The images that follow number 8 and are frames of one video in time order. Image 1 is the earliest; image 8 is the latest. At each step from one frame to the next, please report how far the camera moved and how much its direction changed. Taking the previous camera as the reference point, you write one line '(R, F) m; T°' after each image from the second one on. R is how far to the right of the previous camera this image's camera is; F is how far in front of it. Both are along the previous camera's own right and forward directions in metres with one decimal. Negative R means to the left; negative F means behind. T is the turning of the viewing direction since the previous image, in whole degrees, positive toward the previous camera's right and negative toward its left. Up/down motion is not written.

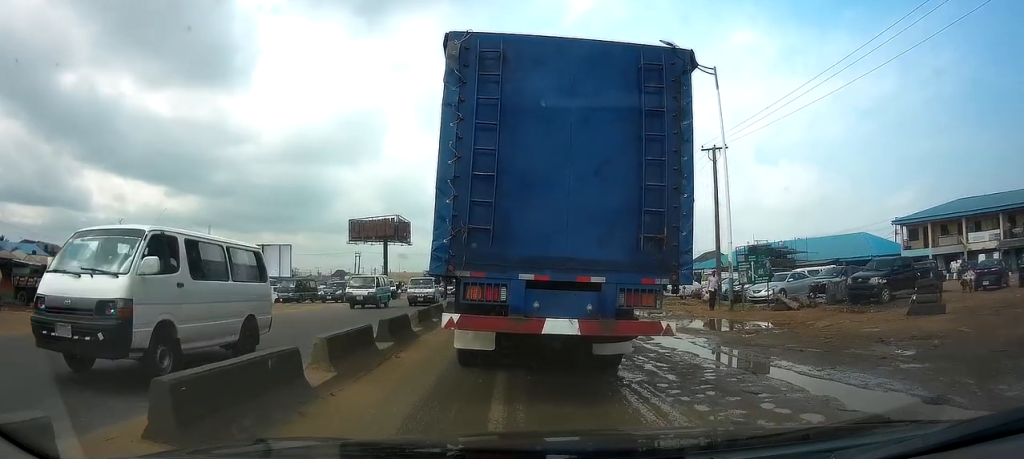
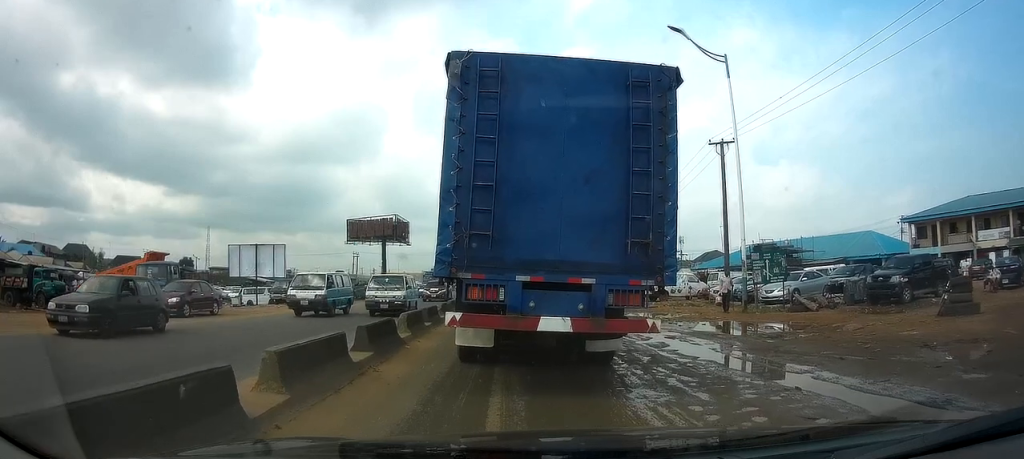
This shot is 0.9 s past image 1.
(0.0, +1.5) m; -1°
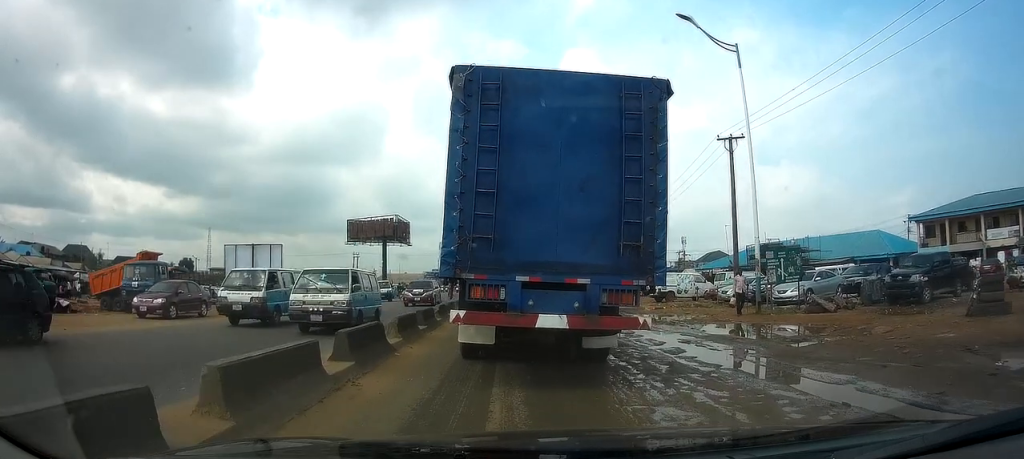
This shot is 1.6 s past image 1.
(0.0, +1.1) m; 0°
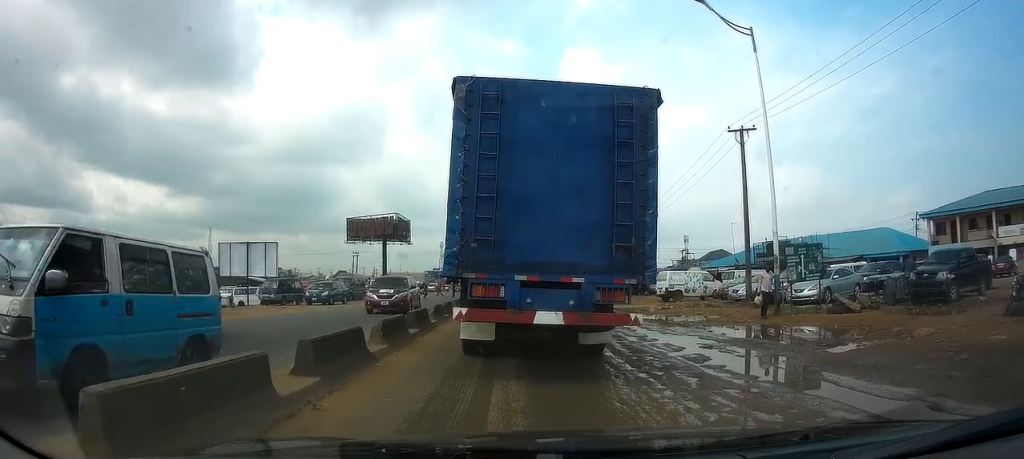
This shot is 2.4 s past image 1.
(0.0, +1.5) m; -1°
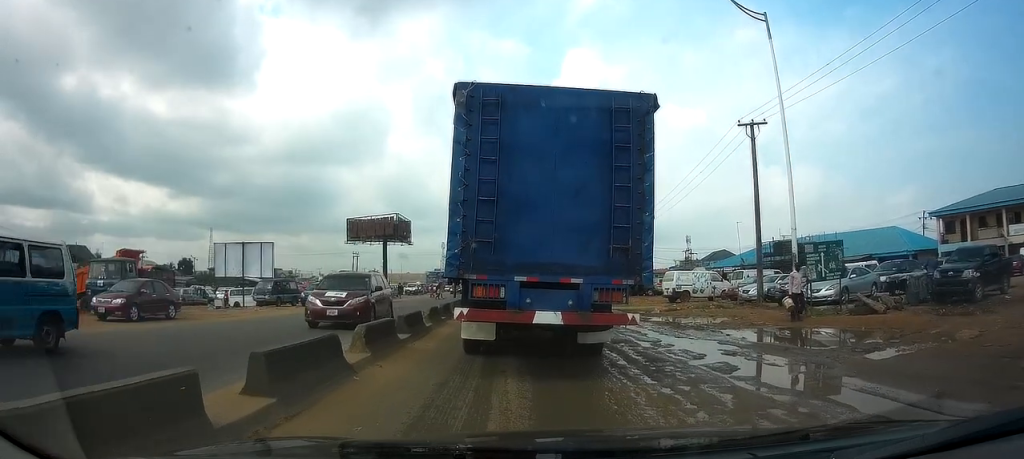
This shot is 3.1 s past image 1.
(0.0, +1.3) m; -1°
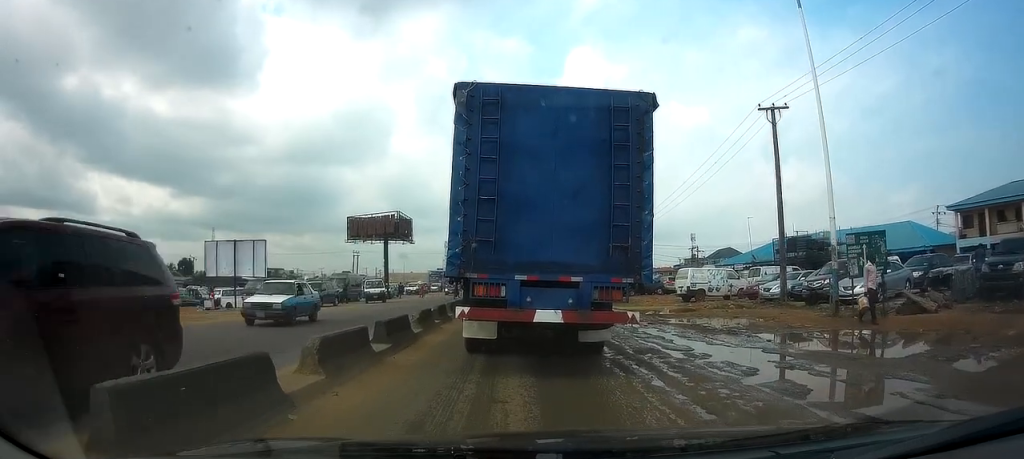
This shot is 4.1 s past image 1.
(0.0, +2.3) m; -1°
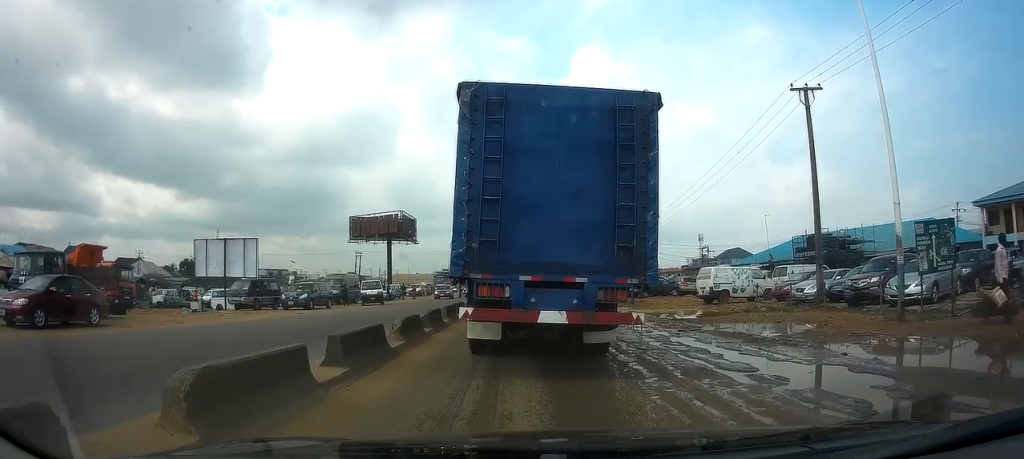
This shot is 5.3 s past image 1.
(0.0, +3.0) m; -1°
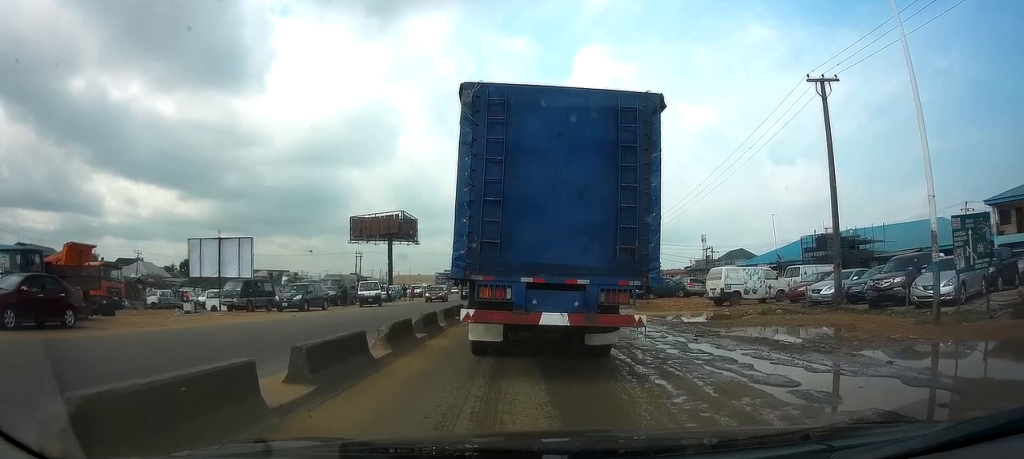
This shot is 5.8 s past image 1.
(-0.1, +1.3) m; +1°
